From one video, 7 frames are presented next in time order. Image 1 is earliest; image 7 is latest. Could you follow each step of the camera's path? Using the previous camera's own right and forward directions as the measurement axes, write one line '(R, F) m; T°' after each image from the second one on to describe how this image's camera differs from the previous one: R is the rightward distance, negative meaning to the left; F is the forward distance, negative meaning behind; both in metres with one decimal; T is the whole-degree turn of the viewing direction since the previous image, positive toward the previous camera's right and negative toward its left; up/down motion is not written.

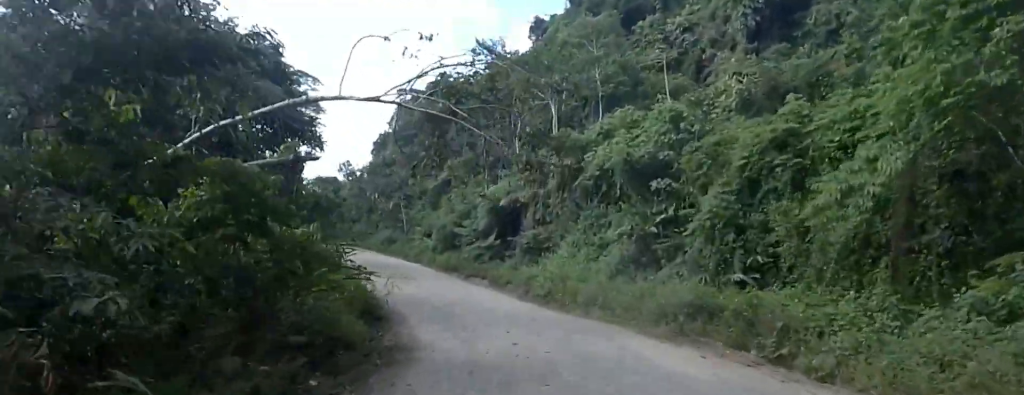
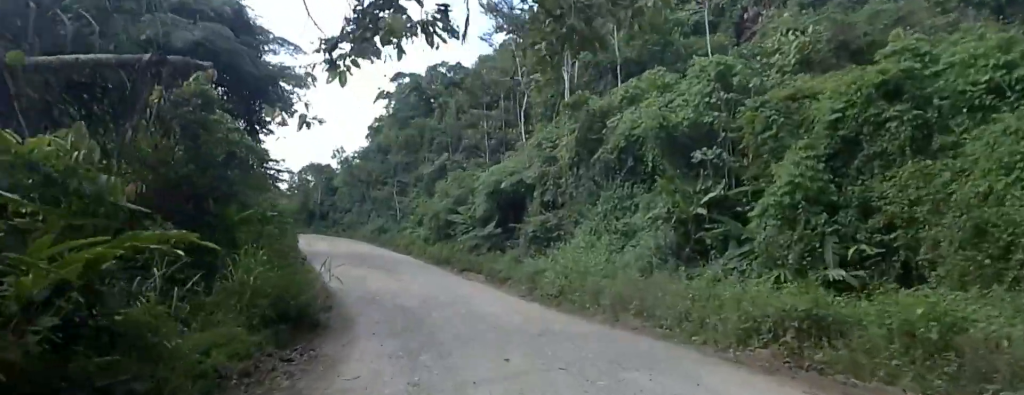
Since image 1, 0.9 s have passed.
(+0.4, +6.5) m; -7°
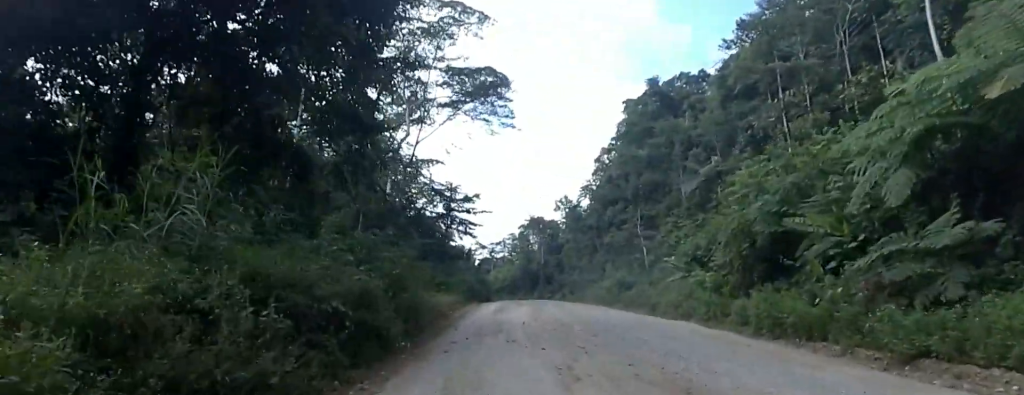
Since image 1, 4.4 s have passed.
(-6.4, +25.2) m; -24°
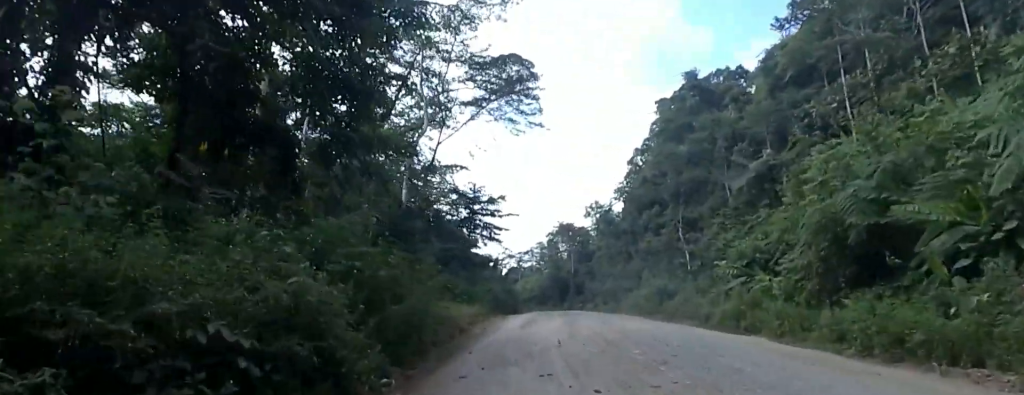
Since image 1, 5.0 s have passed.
(-0.2, +4.7) m; -3°
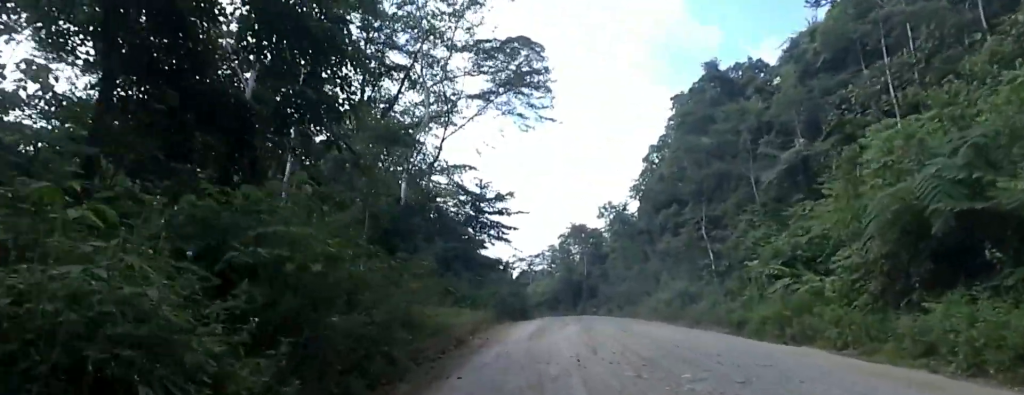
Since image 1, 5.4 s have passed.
(-0.1, +3.7) m; 0°
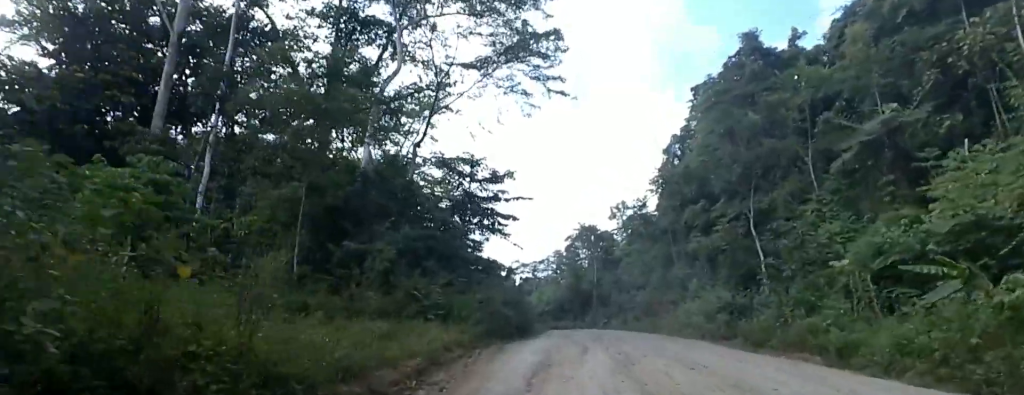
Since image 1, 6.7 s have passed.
(+0.1, +10.0) m; +6°
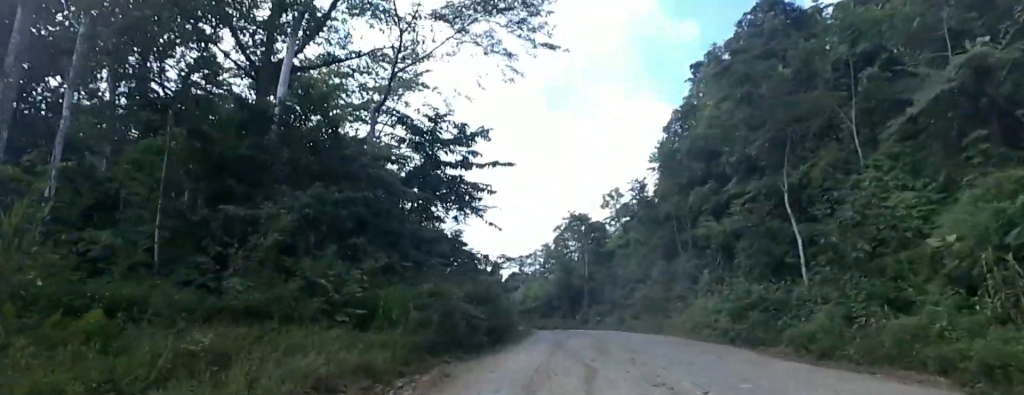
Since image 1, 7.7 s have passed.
(+0.6, +7.4) m; +4°
